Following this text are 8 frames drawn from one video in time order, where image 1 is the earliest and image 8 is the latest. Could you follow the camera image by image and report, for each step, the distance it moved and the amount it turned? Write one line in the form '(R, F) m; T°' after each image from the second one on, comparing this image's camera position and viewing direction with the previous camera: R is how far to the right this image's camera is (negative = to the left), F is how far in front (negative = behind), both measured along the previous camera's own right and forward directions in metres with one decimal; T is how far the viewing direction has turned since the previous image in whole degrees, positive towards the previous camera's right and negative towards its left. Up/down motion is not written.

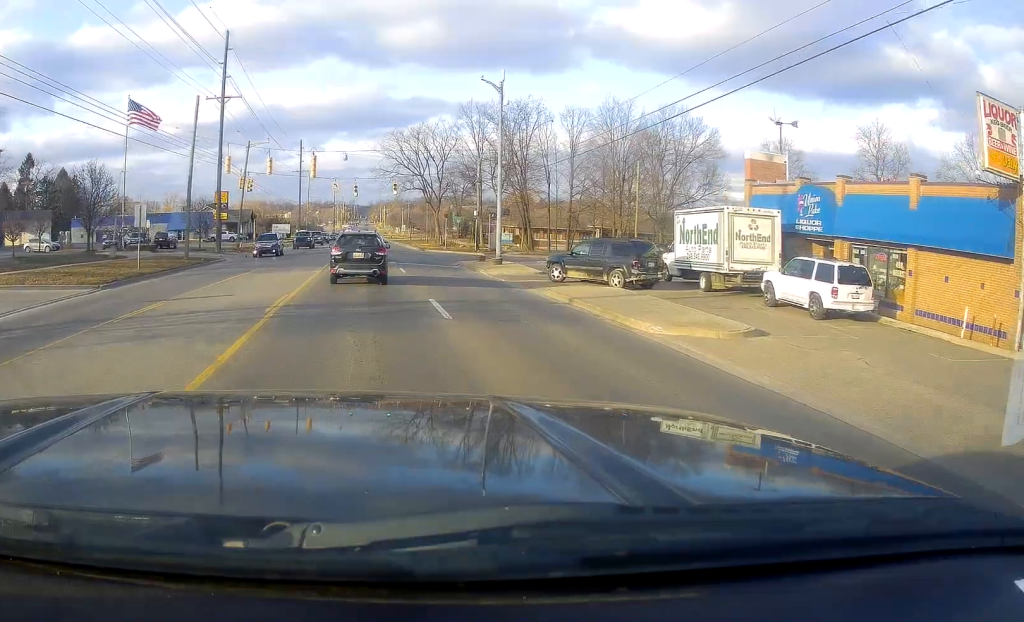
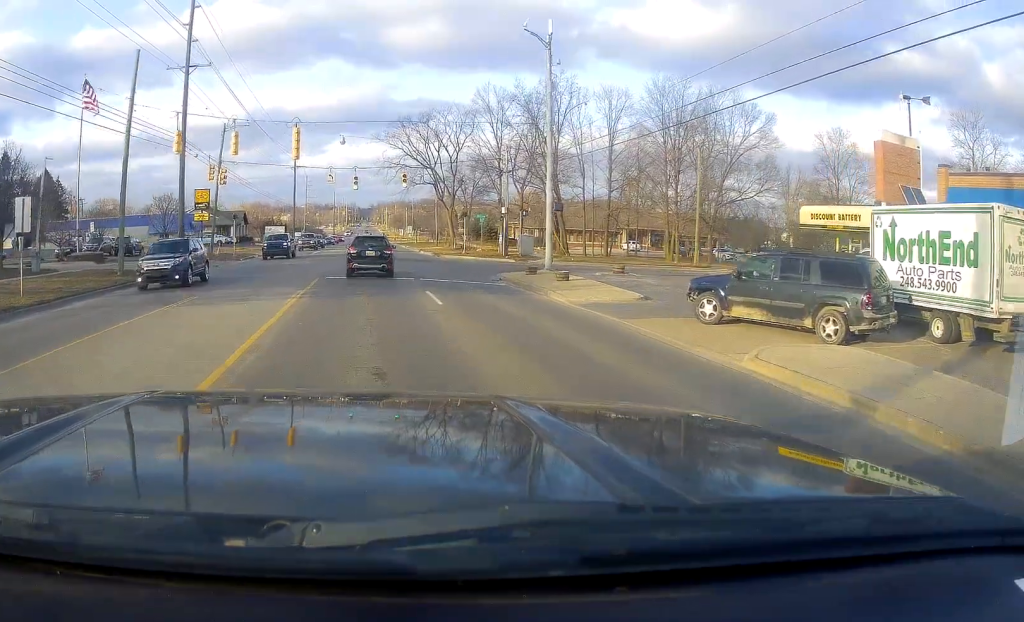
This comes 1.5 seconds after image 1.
(-0.8, +12.0) m; -6°
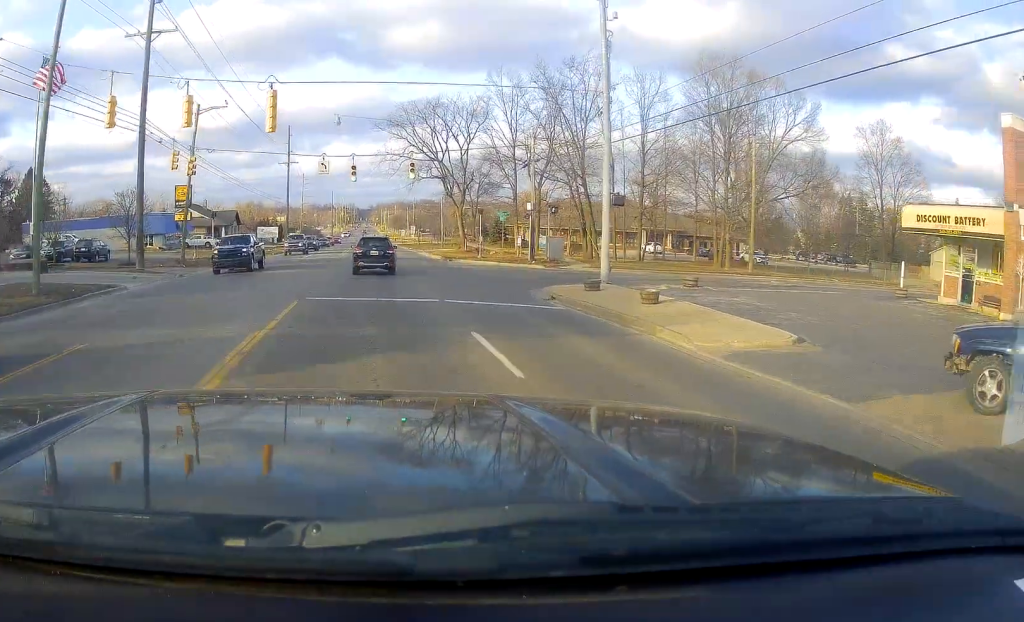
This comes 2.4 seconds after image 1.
(+0.1, +7.8) m; +3°
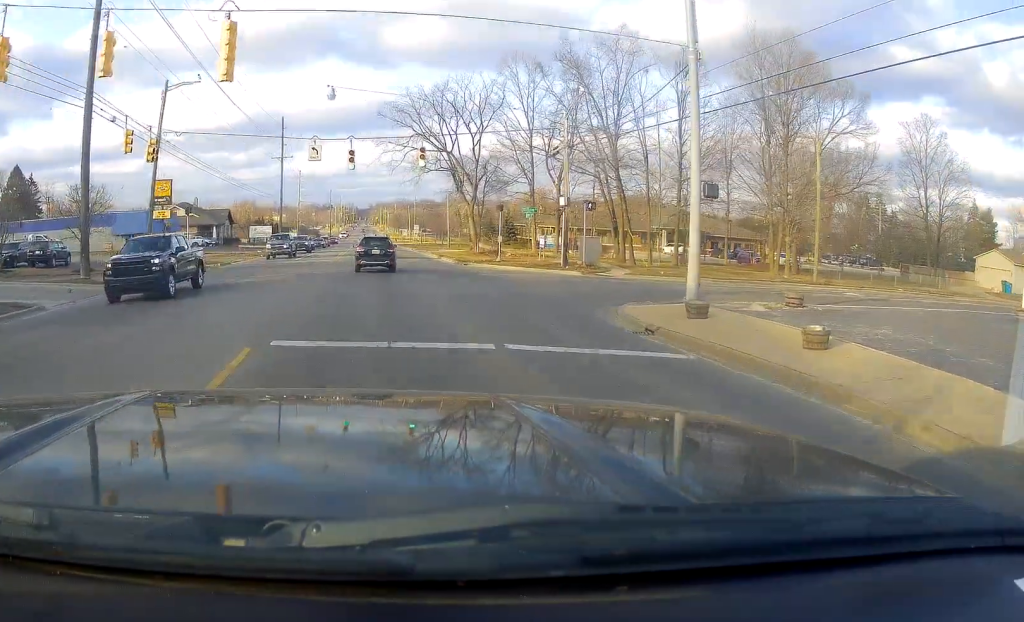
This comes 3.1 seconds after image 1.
(+0.2, +6.8) m; +3°
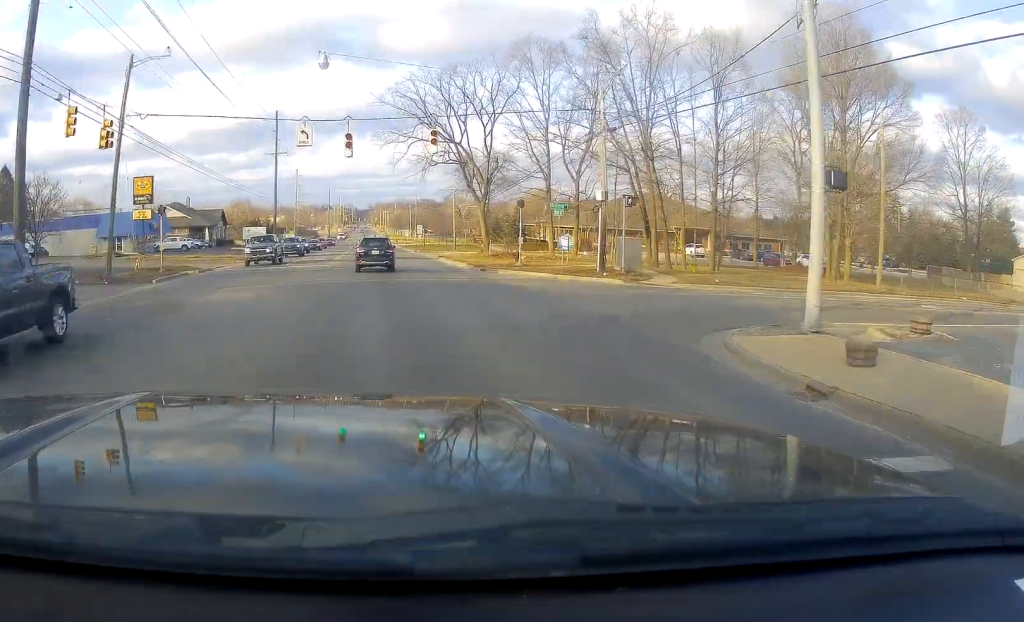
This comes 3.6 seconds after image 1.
(+0.2, +5.3) m; +1°
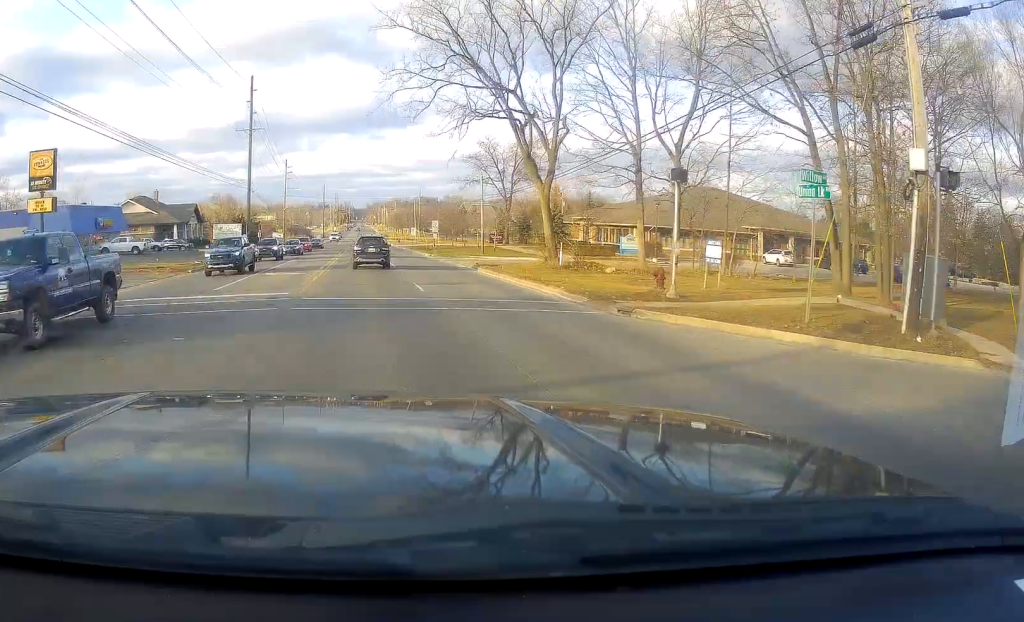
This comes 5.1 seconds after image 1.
(-0.5, +18.5) m; -3°
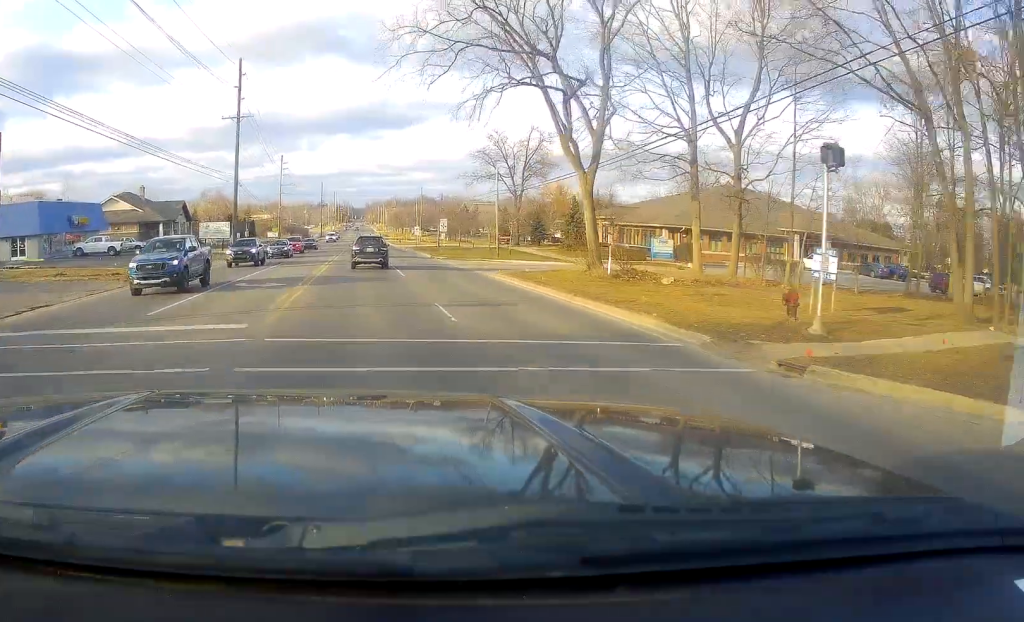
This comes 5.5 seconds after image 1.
(-0.4, +6.6) m; 0°
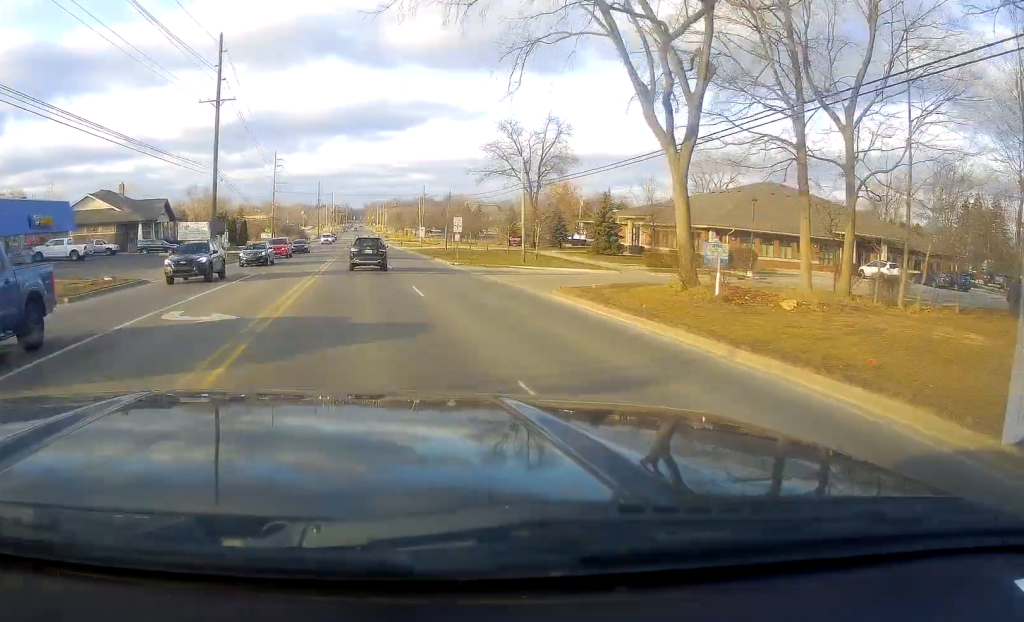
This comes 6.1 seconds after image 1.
(+0.2, +8.7) m; 0°
